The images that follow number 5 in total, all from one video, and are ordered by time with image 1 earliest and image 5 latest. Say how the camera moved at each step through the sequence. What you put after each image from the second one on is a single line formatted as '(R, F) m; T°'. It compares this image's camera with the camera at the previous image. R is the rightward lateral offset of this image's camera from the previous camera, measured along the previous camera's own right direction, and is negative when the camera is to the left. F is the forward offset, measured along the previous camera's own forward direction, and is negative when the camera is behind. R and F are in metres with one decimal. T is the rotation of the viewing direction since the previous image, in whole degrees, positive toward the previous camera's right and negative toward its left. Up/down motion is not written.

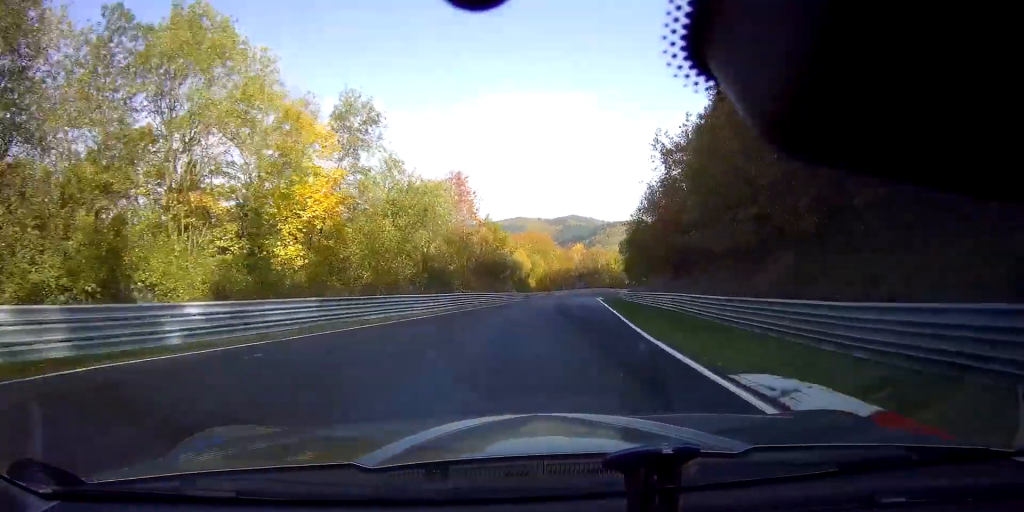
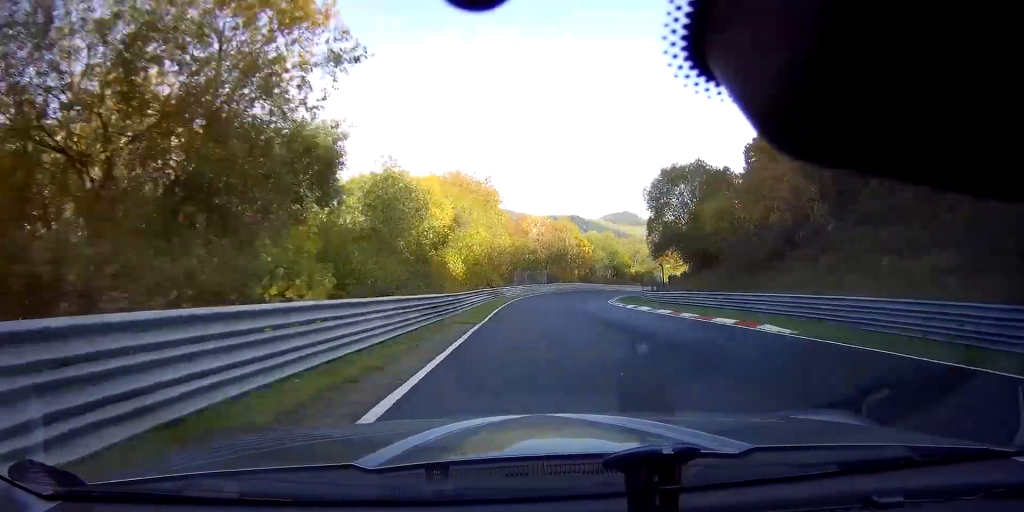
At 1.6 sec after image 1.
(+4.4, +55.1) m; +10°
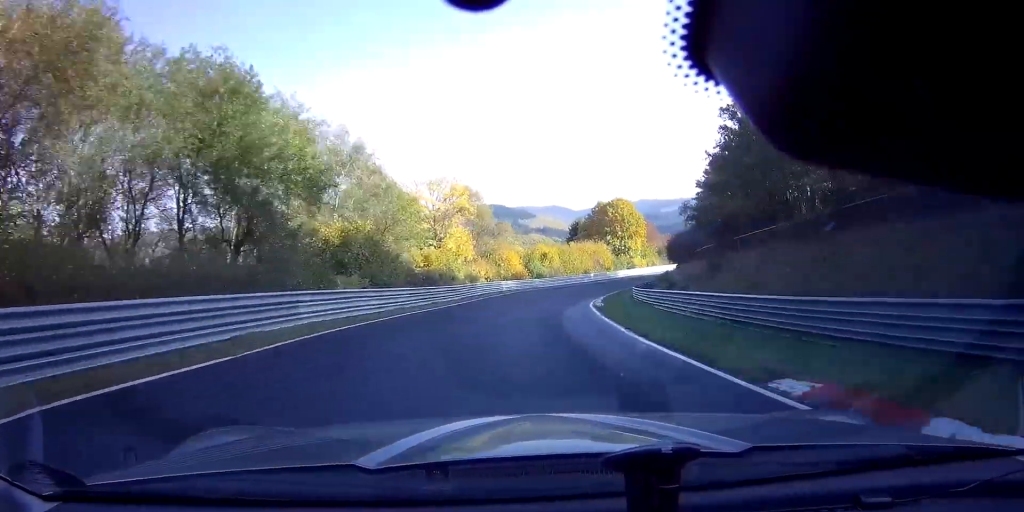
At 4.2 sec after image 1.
(+22.1, +85.4) m; +33°
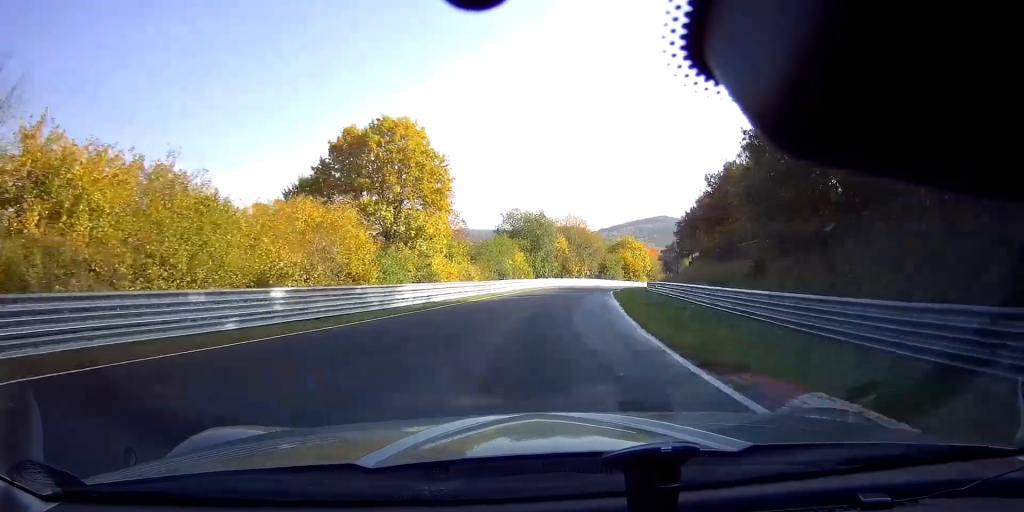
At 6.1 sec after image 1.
(+13.2, +57.3) m; +26°
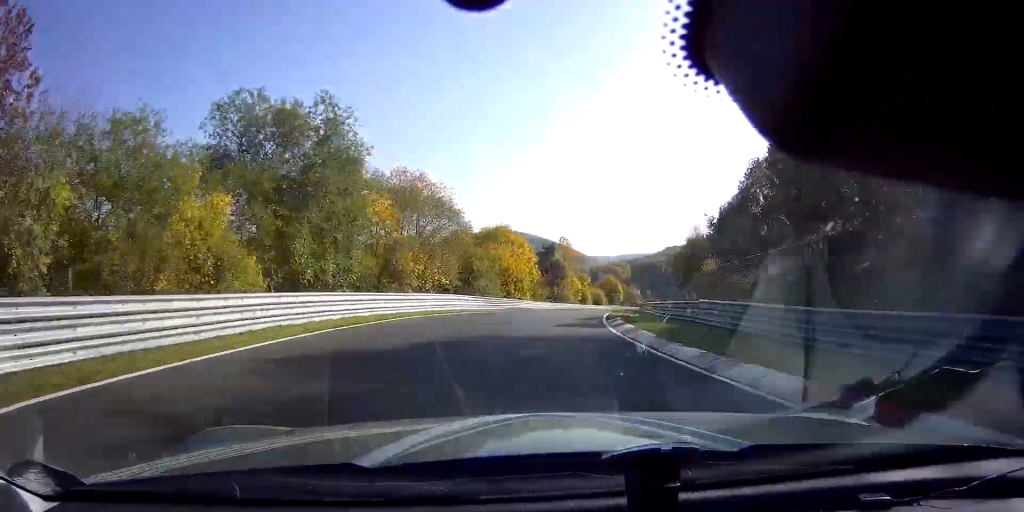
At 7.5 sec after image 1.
(+6.4, +47.1) m; +16°
